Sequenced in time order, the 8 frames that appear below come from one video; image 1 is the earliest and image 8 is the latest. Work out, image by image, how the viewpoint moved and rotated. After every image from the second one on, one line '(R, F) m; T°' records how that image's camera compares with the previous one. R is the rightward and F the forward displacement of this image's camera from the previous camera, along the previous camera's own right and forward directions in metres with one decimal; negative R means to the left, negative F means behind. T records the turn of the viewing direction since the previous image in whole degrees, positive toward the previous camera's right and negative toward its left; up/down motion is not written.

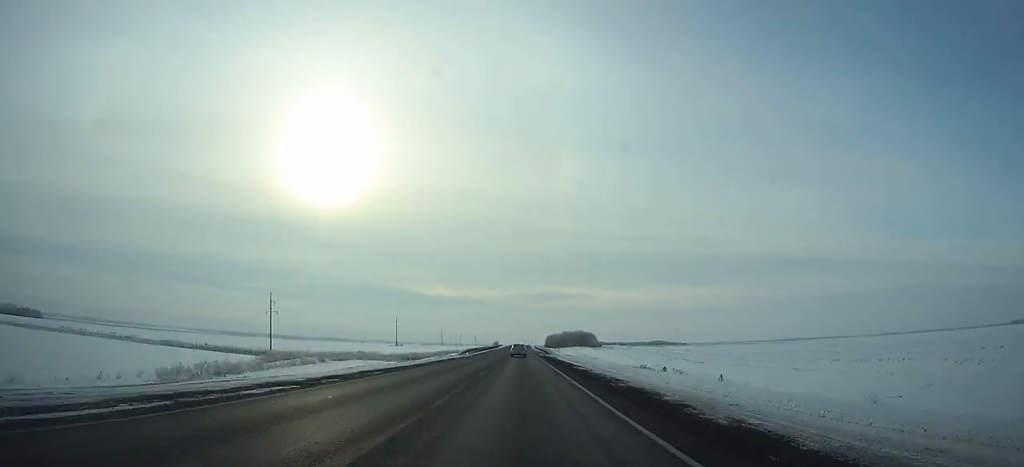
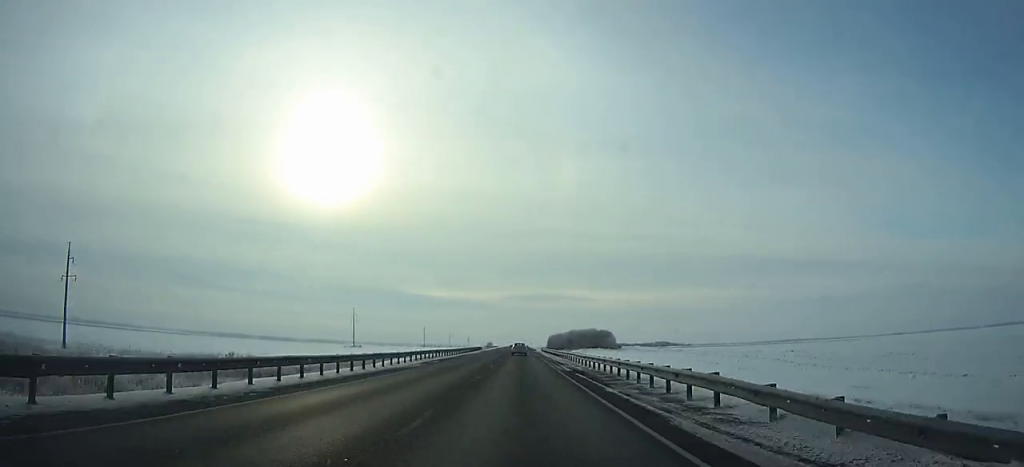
(-0.1, +75.5) m; 0°
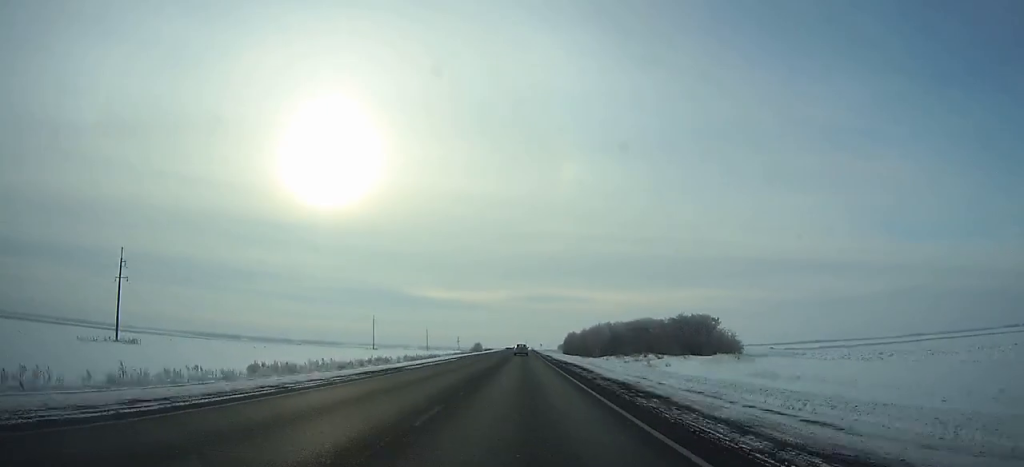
(-0.2, +143.1) m; 0°
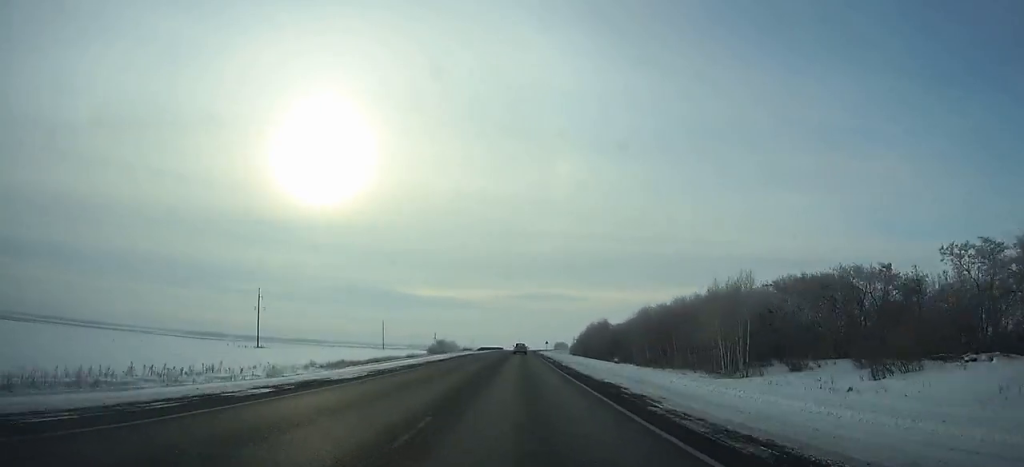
(+0.7, +109.7) m; +1°
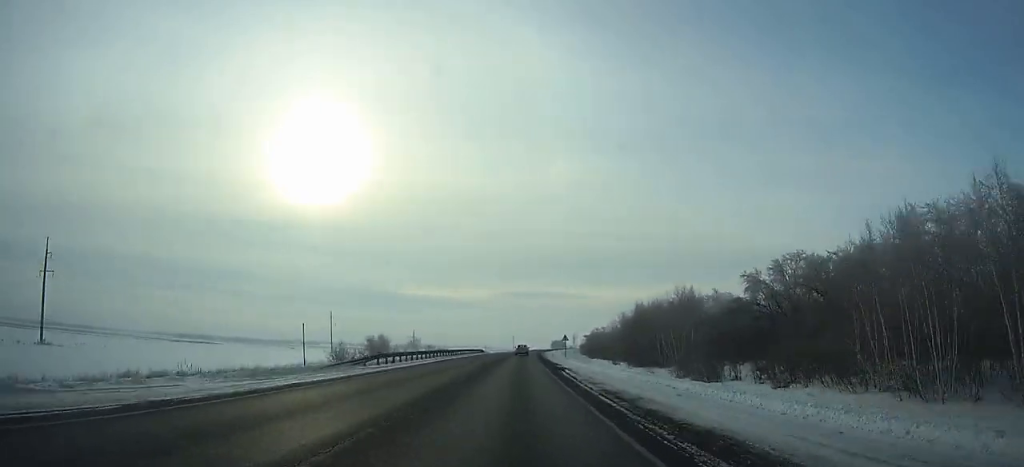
(+0.5, +72.8) m; +1°
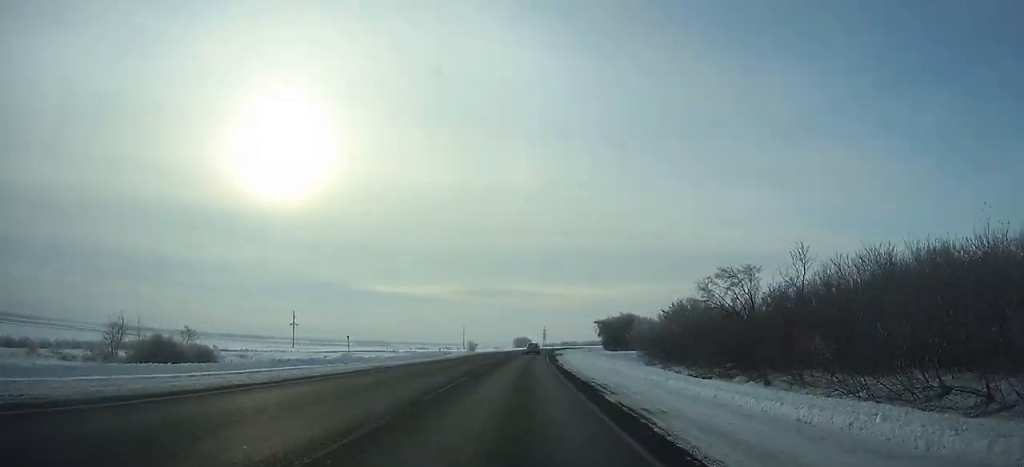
(+4.9, +157.6) m; +4°
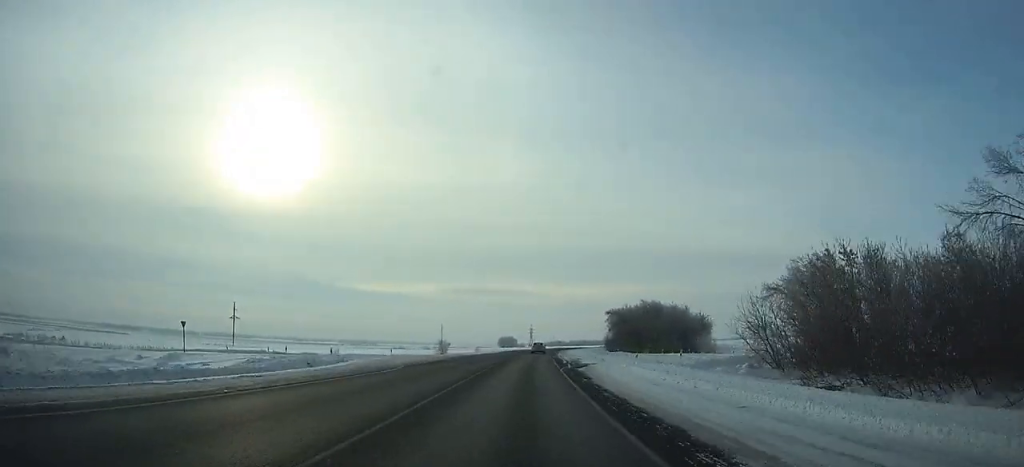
(+0.5, +40.9) m; +2°
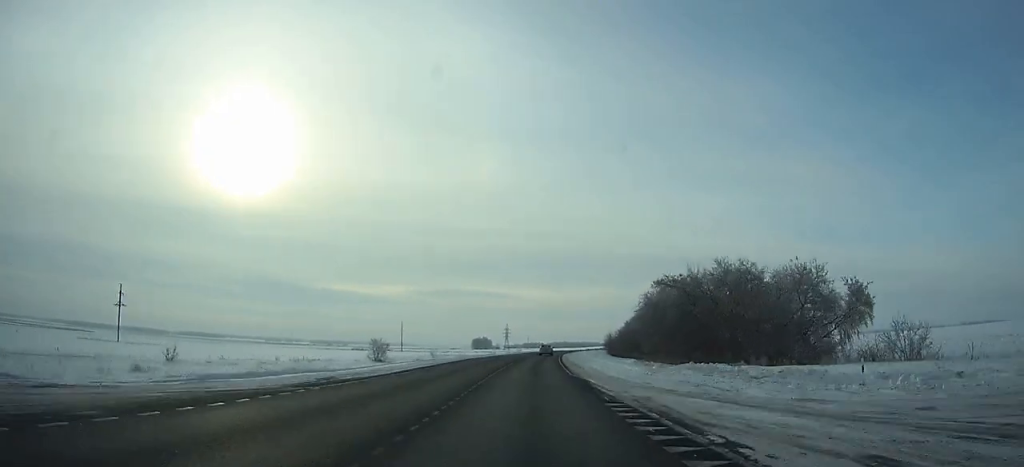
(+1.1, +51.4) m; +3°
